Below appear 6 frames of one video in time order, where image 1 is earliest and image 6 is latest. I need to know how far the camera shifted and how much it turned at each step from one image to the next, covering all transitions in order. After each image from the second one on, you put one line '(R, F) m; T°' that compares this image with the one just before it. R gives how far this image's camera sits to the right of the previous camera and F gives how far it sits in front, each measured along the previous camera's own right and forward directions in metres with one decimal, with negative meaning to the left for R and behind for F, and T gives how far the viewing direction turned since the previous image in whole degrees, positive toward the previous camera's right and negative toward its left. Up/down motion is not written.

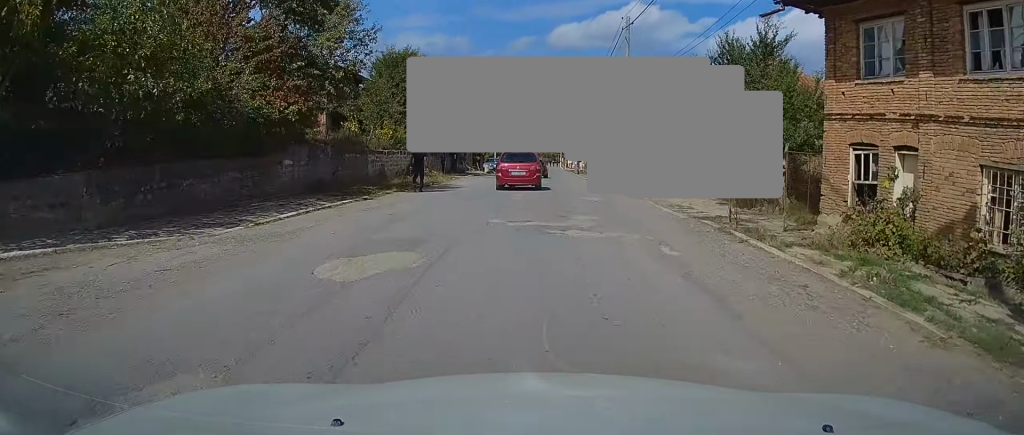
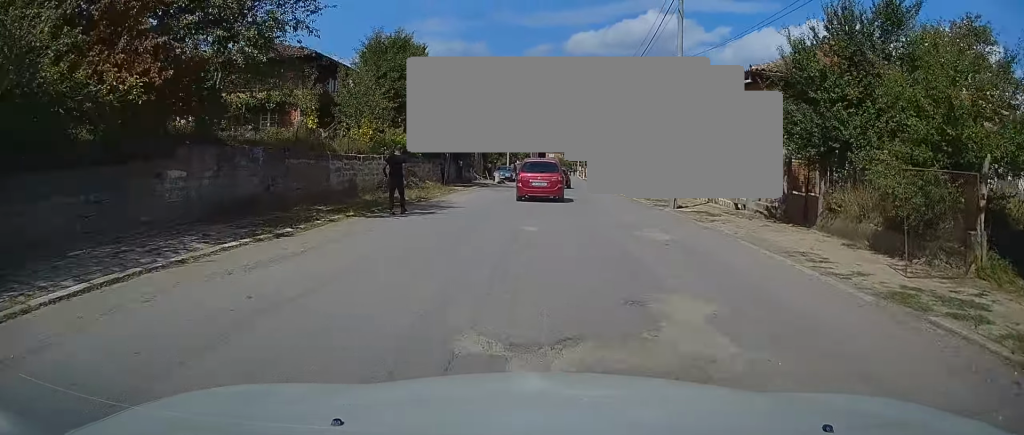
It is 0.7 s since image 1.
(-0.1, +7.6) m; -1°
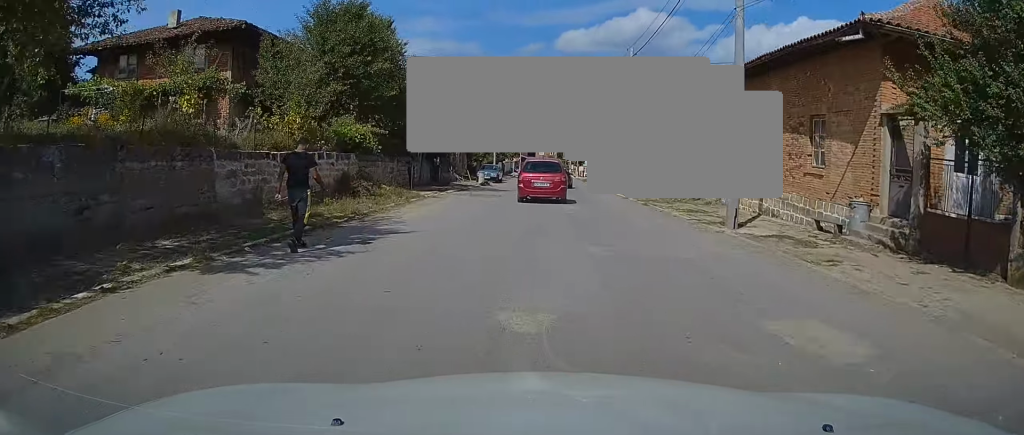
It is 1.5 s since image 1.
(0.0, +7.6) m; +1°
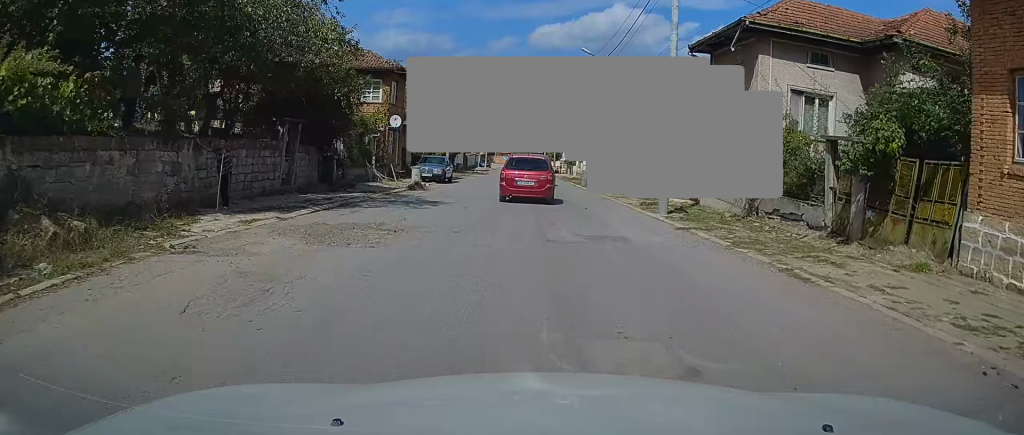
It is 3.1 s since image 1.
(+0.2, +16.5) m; +2°
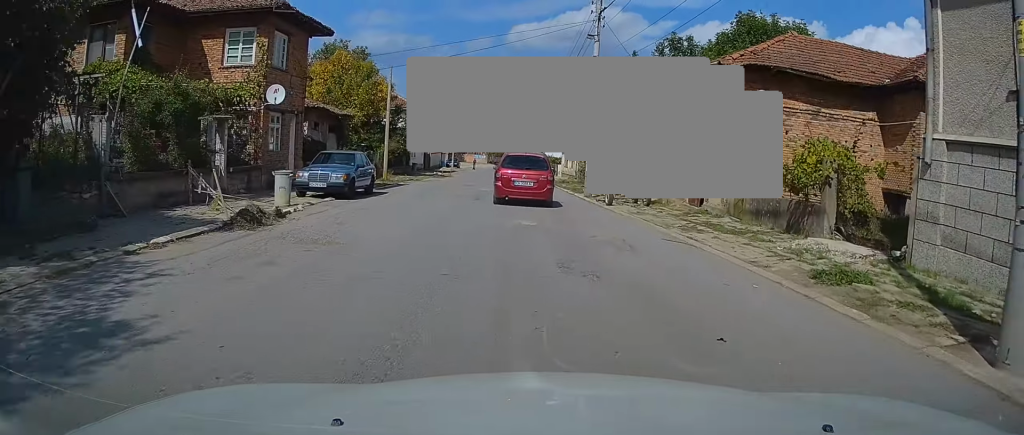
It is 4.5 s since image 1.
(+0.4, +15.1) m; +3°
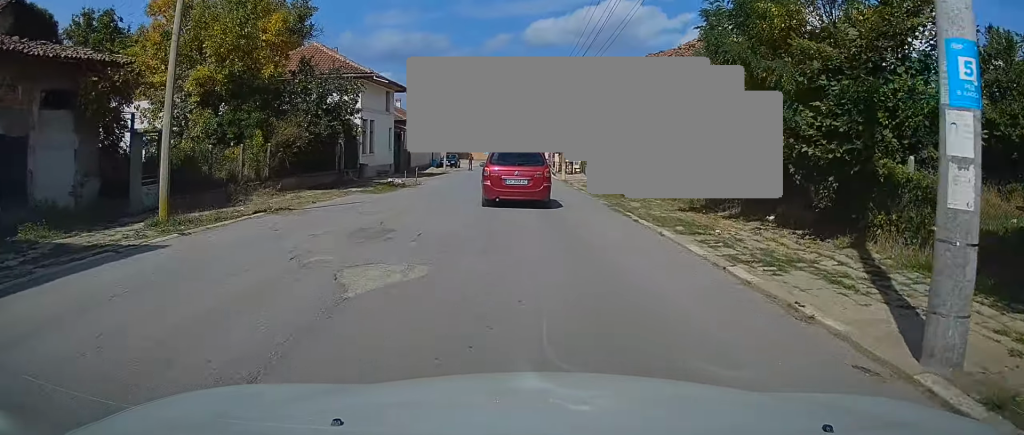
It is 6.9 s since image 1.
(-0.1, +23.3) m; -2°
